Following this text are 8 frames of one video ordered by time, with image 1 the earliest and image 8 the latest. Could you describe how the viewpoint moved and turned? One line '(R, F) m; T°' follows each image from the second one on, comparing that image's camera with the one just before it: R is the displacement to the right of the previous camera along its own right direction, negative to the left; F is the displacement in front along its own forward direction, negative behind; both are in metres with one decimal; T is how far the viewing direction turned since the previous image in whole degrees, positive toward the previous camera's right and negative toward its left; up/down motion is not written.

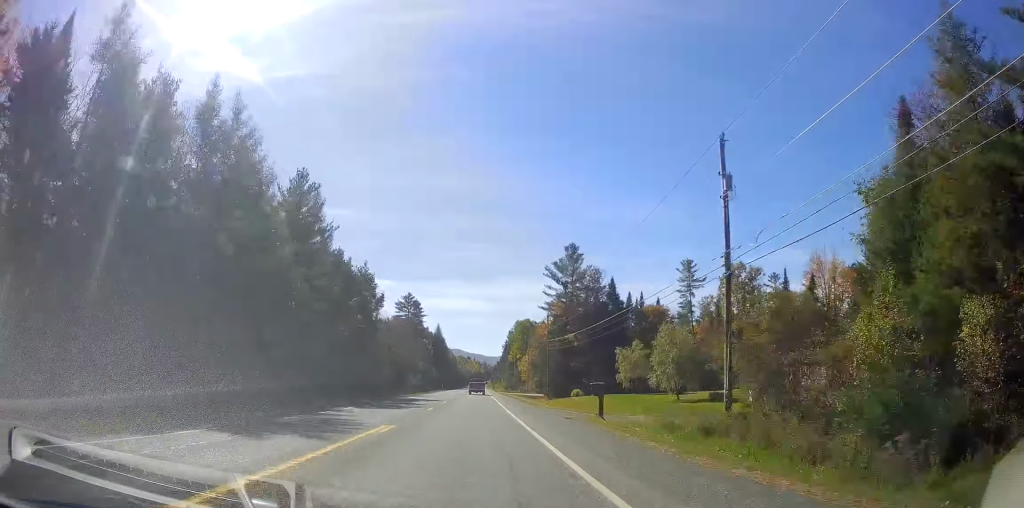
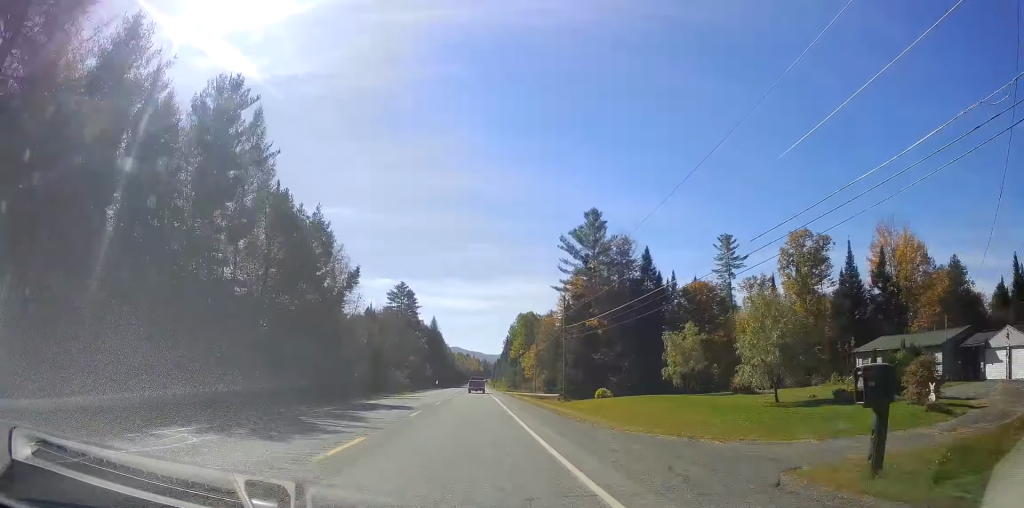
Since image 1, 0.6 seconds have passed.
(0.0, +16.8) m; 0°
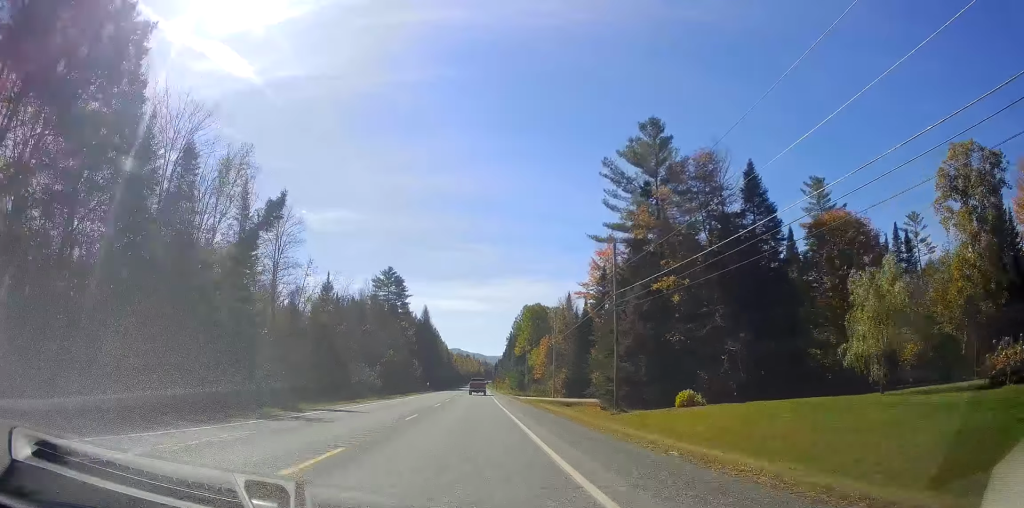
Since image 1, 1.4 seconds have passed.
(0.0, +25.7) m; 0°
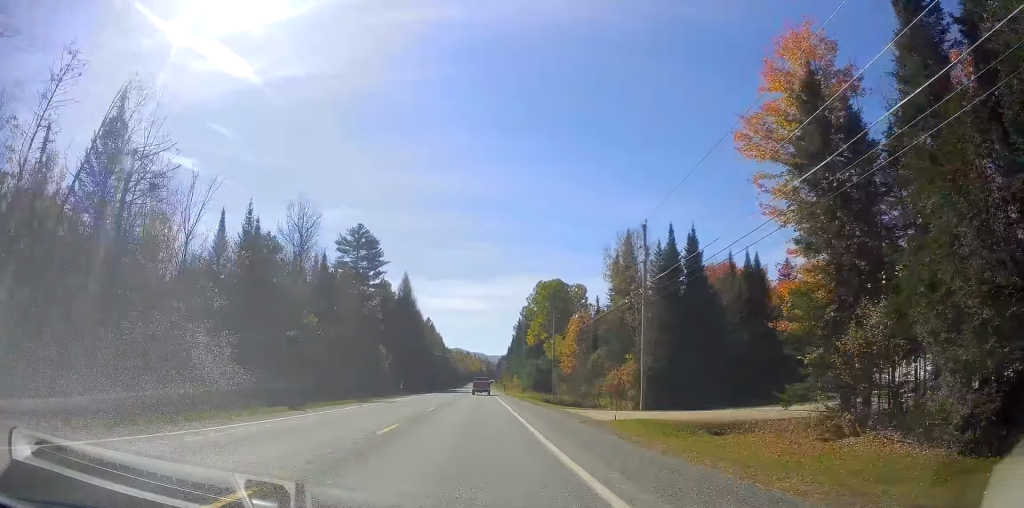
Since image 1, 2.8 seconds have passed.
(+0.1, +41.4) m; -1°
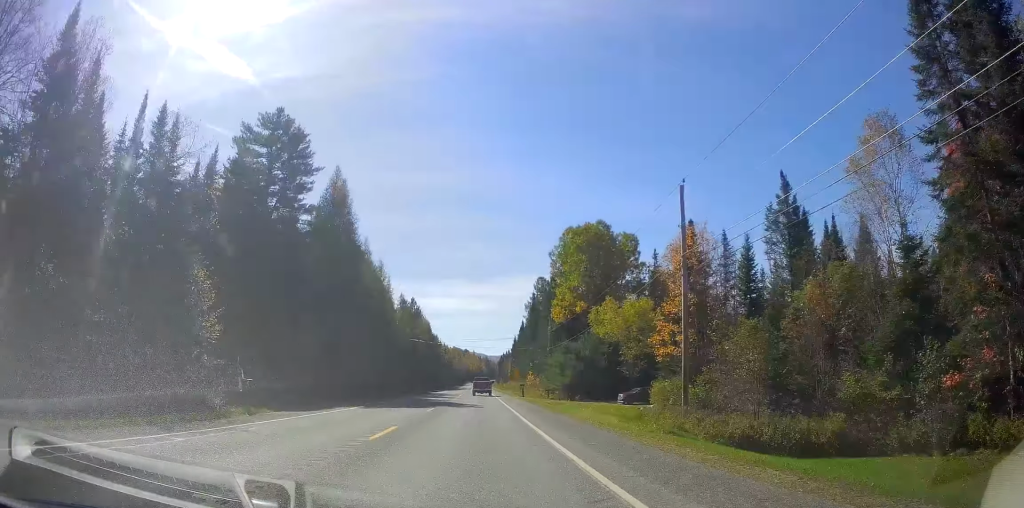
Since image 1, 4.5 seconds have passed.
(+0.2, +49.6) m; +1°
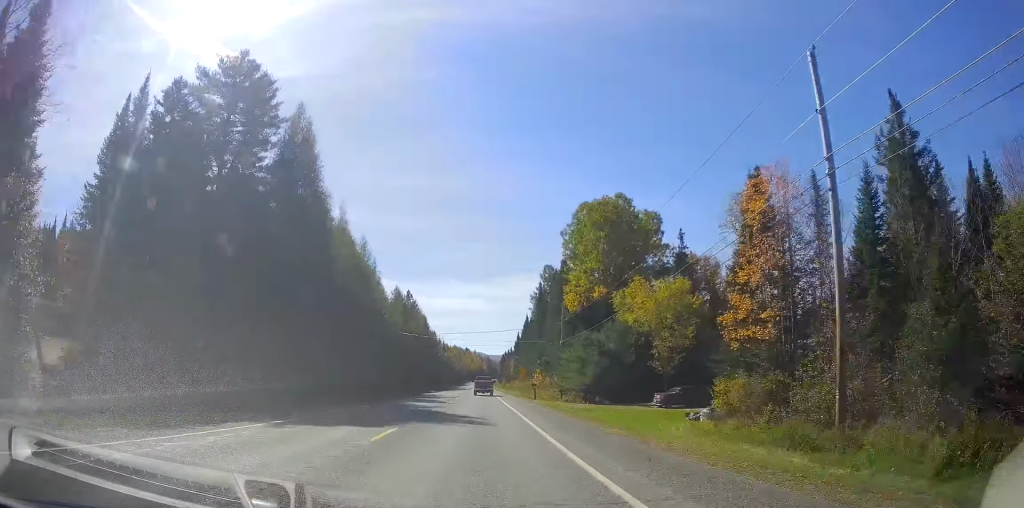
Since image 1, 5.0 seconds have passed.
(+0.4, +12.6) m; 0°
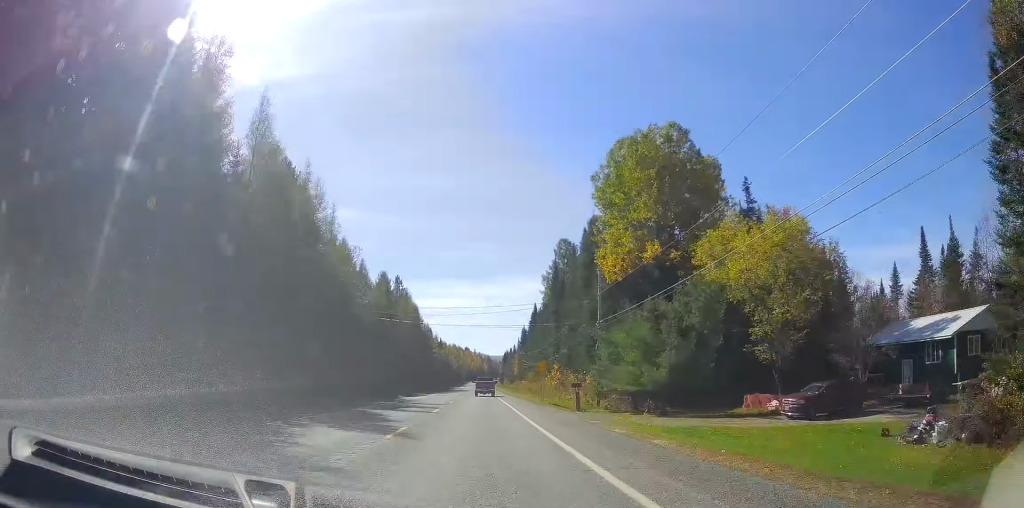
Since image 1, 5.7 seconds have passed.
(-0.5, +22.3) m; 0°
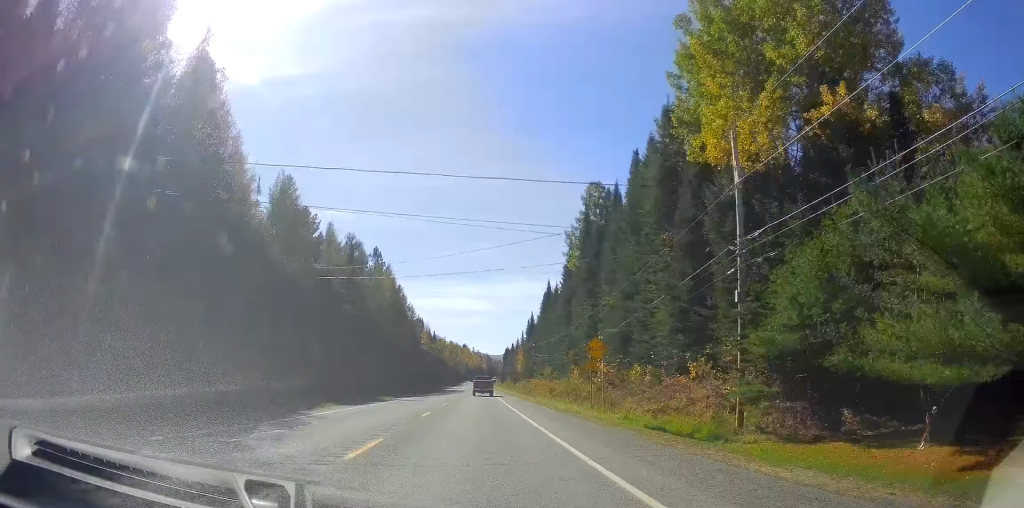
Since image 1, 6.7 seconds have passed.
(0.0, +28.1) m; 0°
